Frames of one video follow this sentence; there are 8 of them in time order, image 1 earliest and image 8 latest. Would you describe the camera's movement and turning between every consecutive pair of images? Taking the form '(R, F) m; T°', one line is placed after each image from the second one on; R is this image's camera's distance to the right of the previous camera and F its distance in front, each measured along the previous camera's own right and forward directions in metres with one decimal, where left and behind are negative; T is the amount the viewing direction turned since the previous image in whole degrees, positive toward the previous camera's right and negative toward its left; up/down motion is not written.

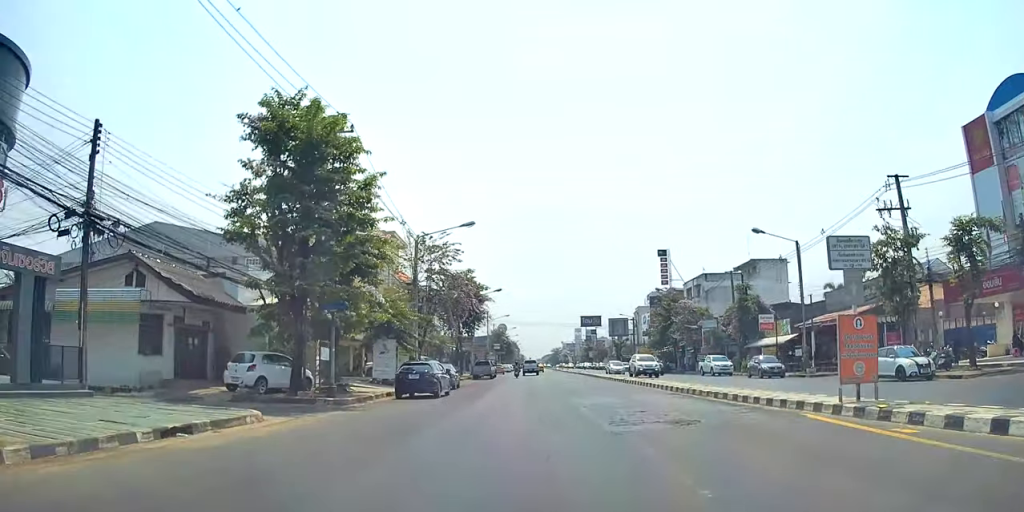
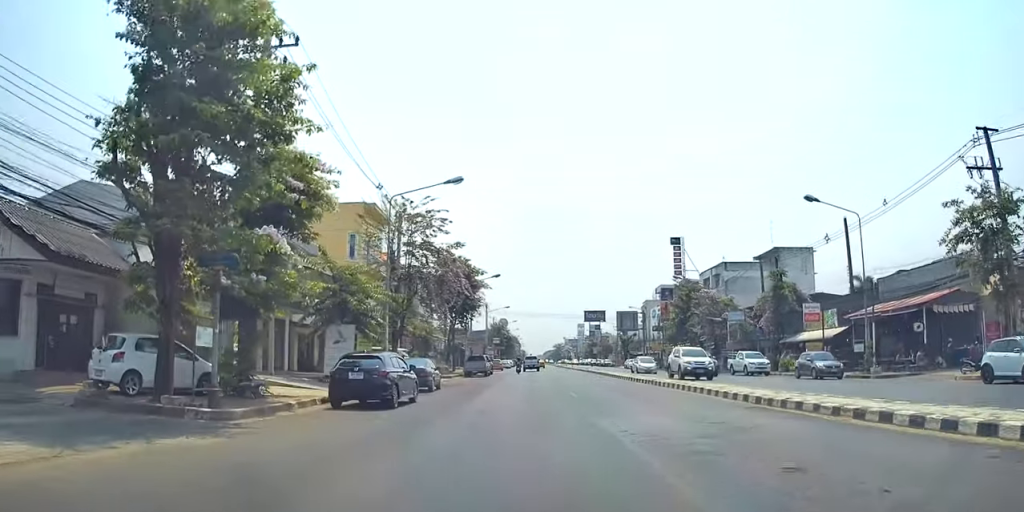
(-0.3, +8.1) m; -2°
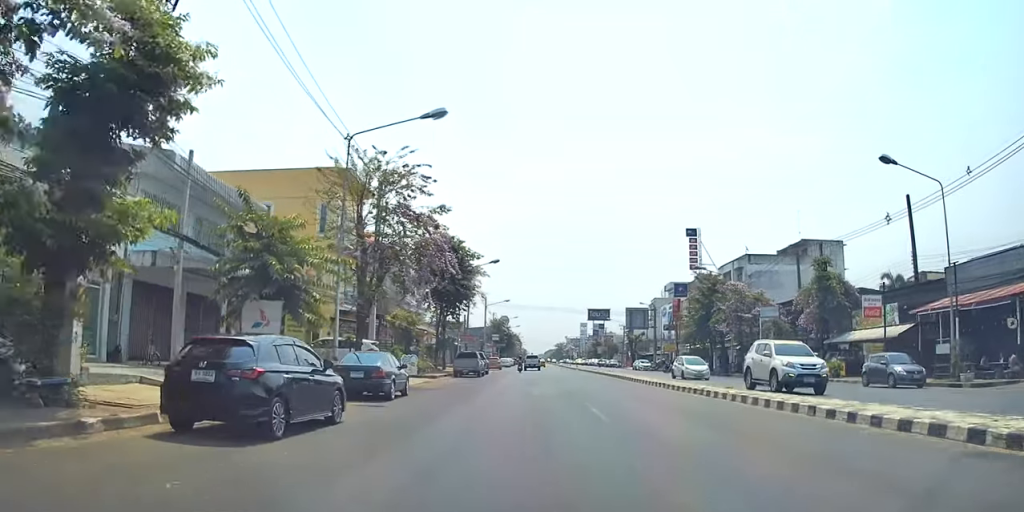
(+0.1, +7.0) m; 0°
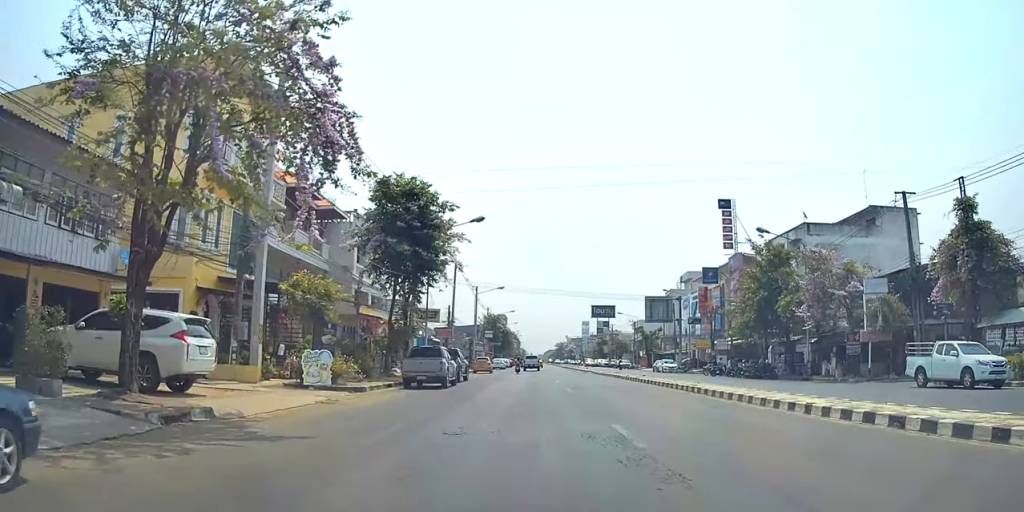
(0.0, +16.0) m; 0°
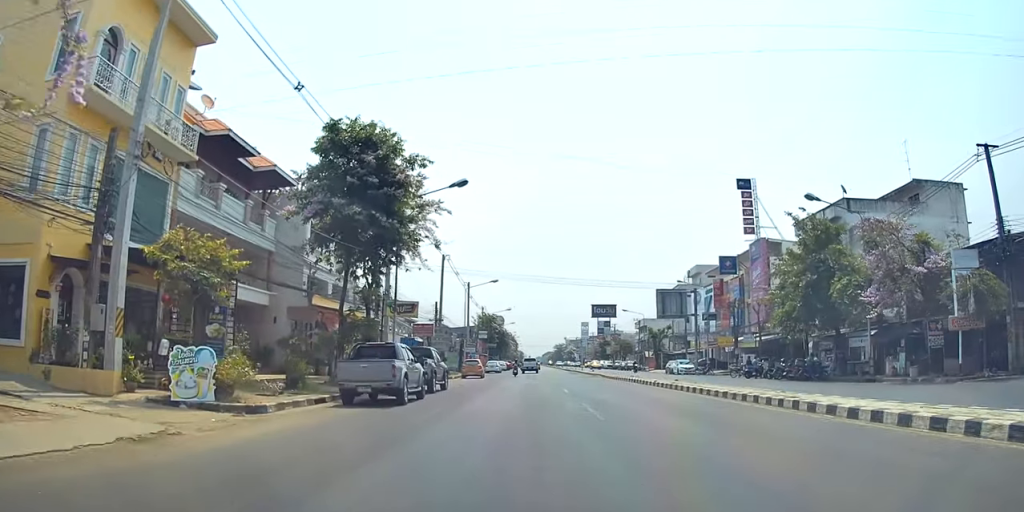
(-0.1, +8.0) m; 0°
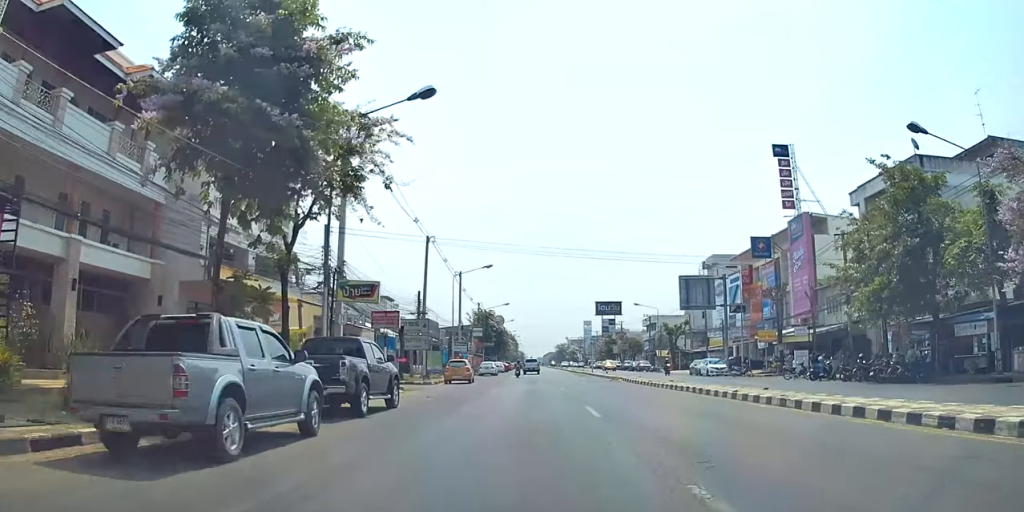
(+0.1, +9.9) m; -1°
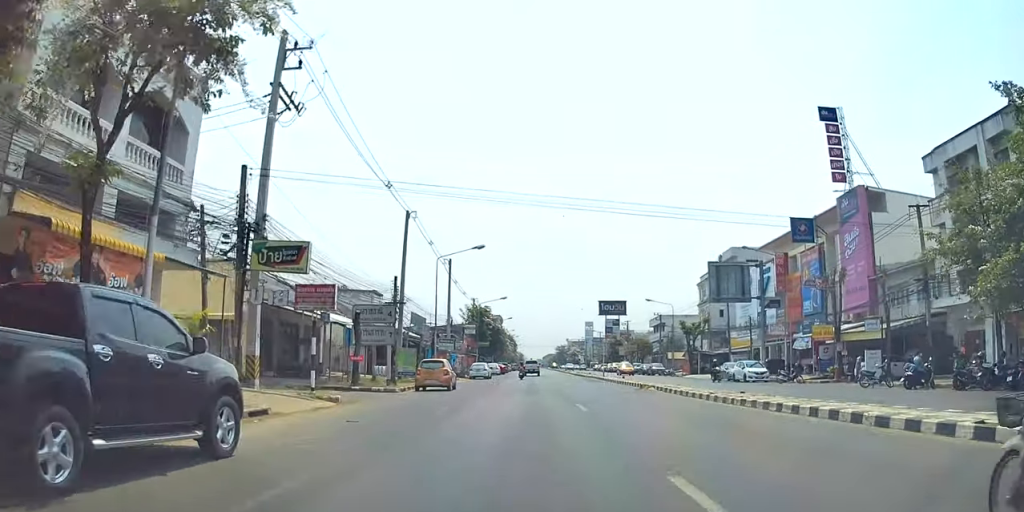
(-0.1, +9.3) m; -1°
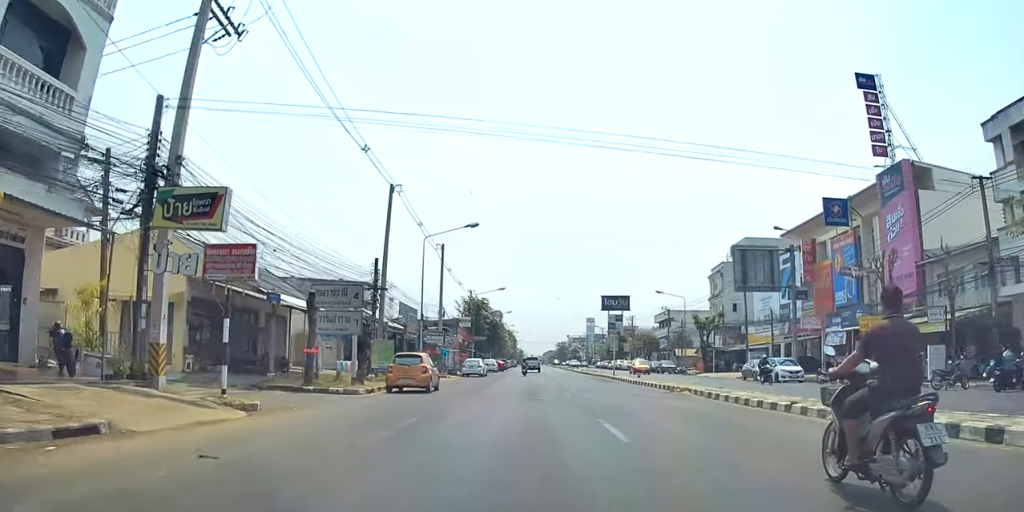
(-0.2, +6.1) m; 0°
